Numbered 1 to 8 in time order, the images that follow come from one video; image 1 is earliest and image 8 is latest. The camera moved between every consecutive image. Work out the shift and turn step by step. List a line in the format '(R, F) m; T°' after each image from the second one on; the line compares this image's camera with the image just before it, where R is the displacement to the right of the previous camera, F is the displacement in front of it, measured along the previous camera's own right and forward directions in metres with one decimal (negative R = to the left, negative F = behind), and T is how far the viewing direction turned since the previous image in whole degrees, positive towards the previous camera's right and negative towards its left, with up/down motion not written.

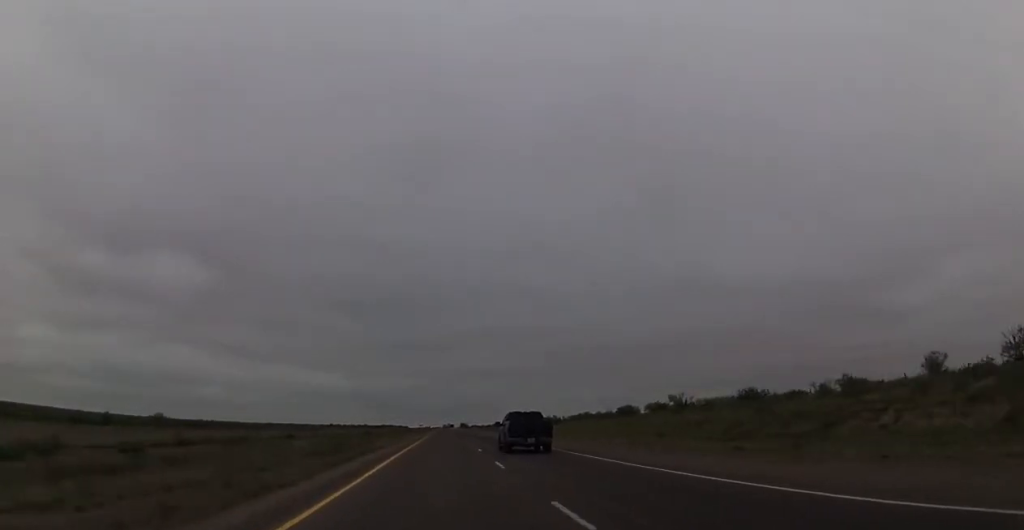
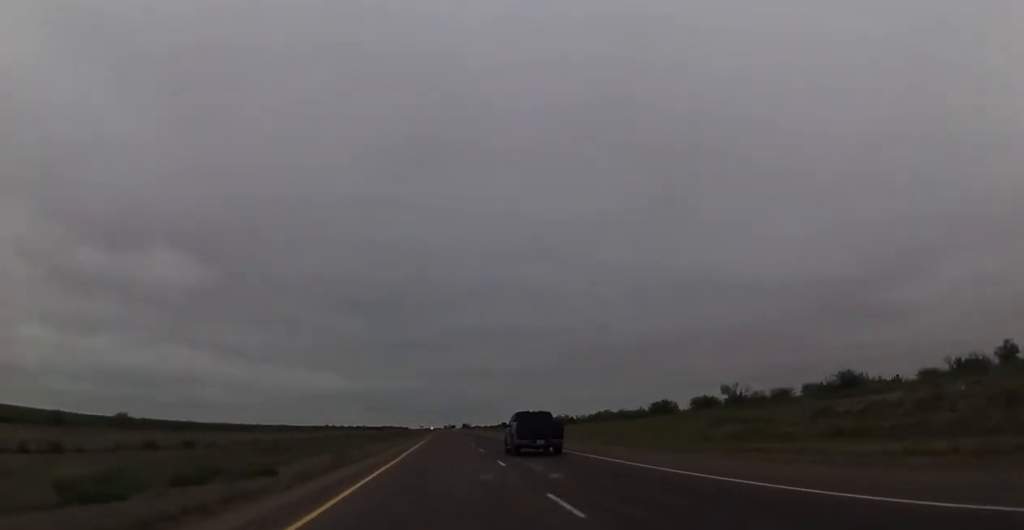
(+0.1, +23.1) m; 0°
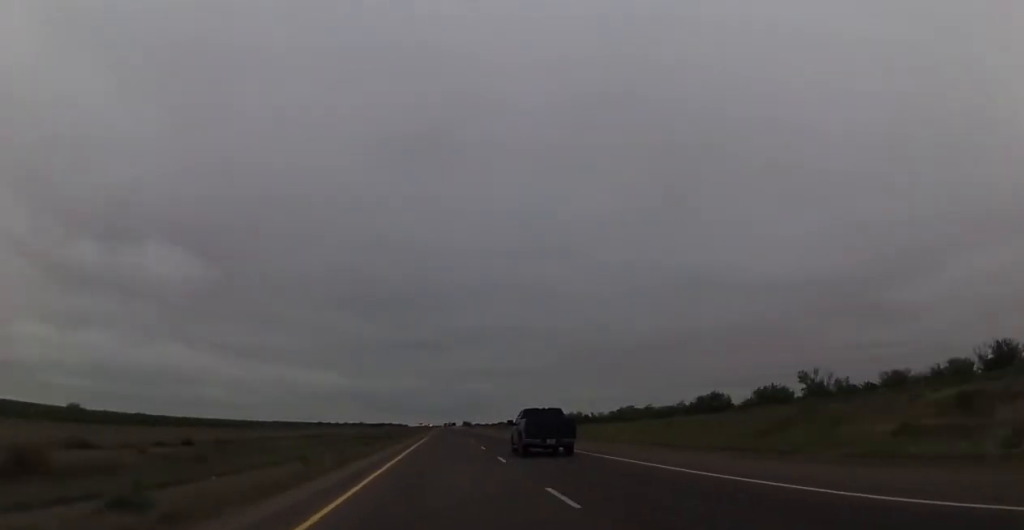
(-0.1, +23.1) m; -1°
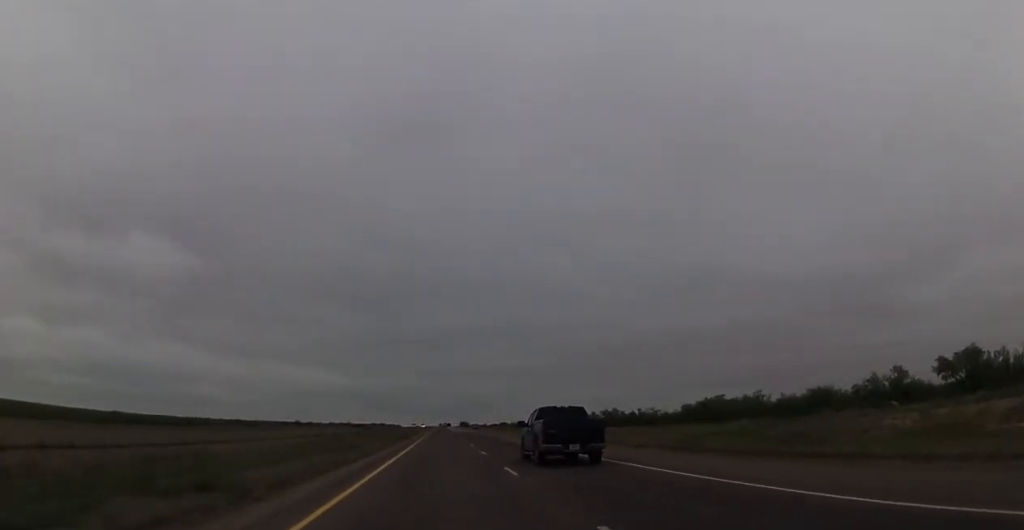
(-0.5, +53.6) m; 0°
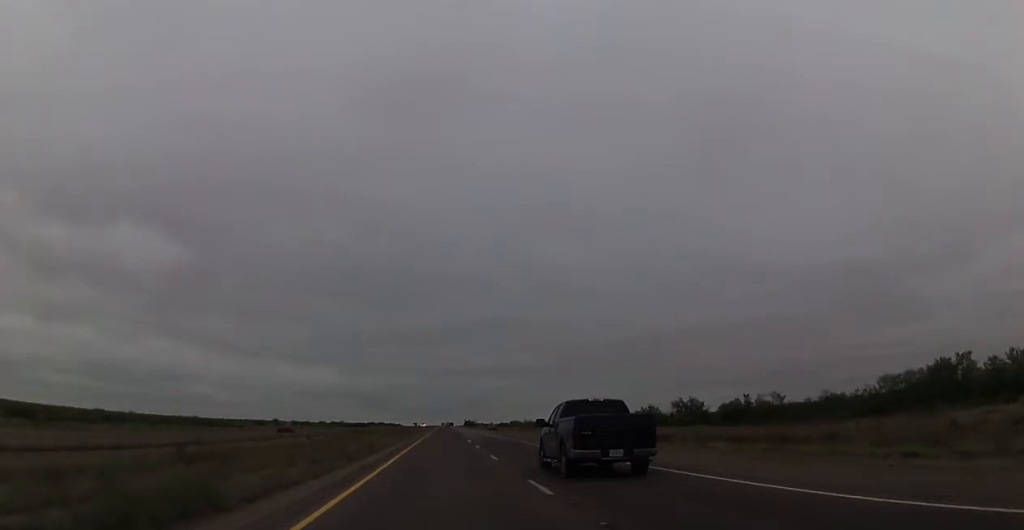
(+0.6, +53.5) m; 0°
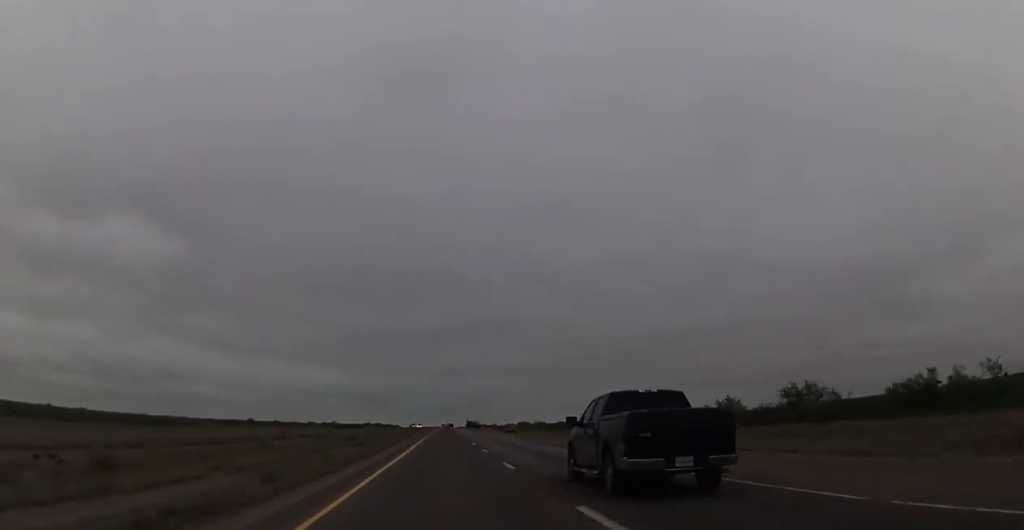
(-0.1, +41.3) m; 0°
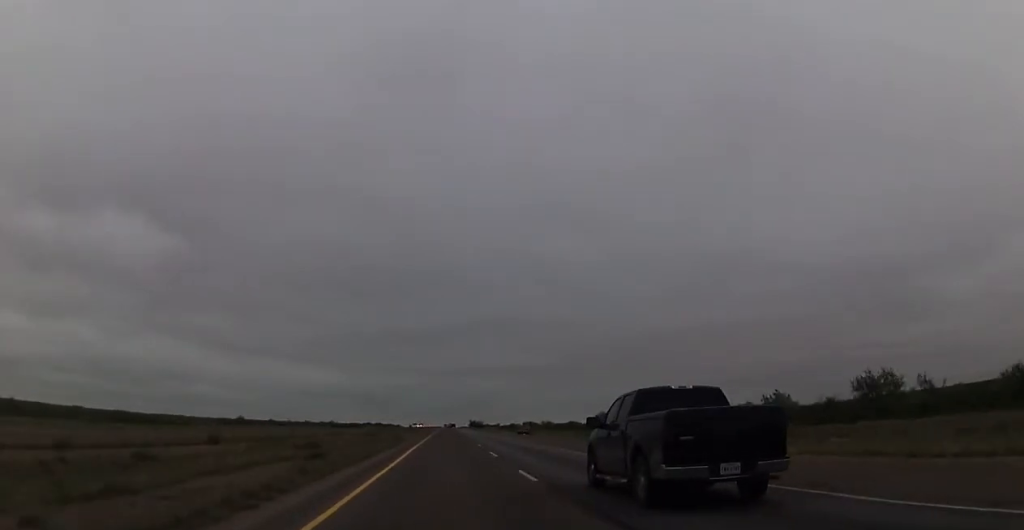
(0.0, +15.8) m; 0°
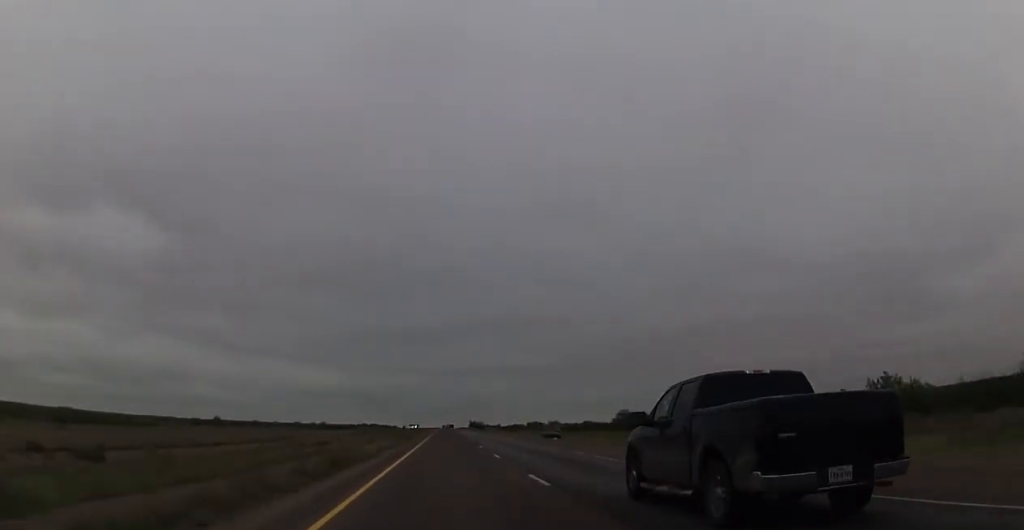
(+0.1, +25.5) m; 0°
